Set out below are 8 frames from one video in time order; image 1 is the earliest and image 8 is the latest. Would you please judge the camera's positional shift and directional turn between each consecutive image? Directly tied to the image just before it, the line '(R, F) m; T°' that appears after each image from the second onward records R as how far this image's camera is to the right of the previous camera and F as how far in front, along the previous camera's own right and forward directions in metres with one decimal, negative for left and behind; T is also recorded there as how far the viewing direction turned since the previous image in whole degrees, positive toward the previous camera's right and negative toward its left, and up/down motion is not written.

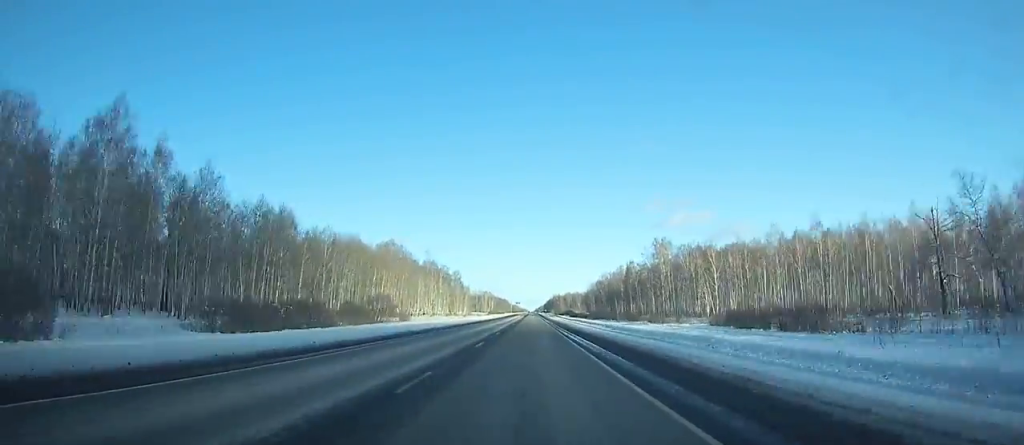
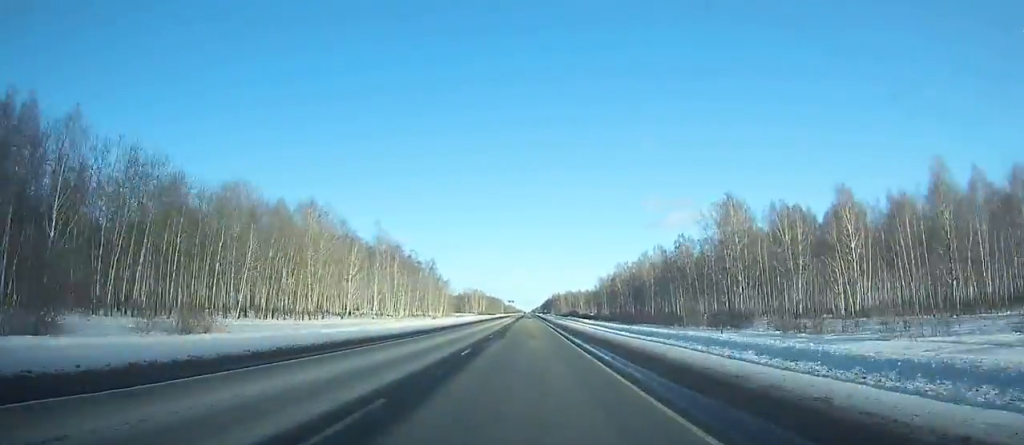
(0.0, +65.3) m; 0°
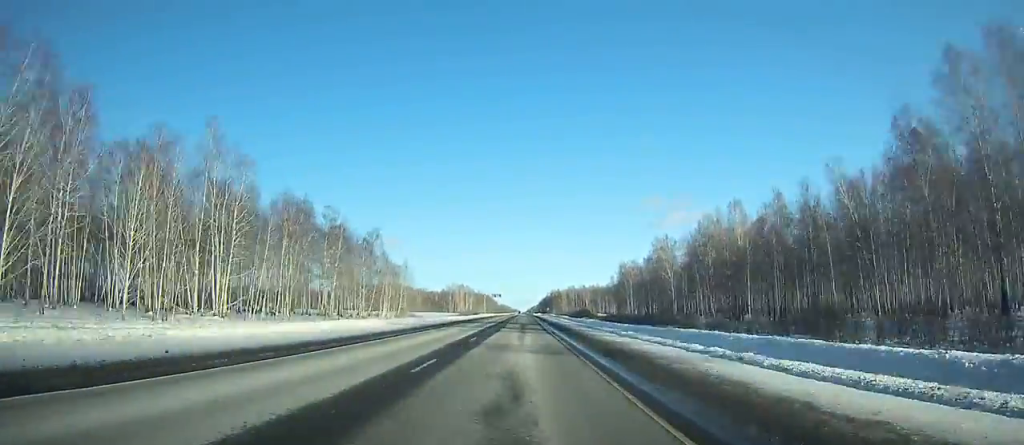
(+0.2, +81.9) m; 0°
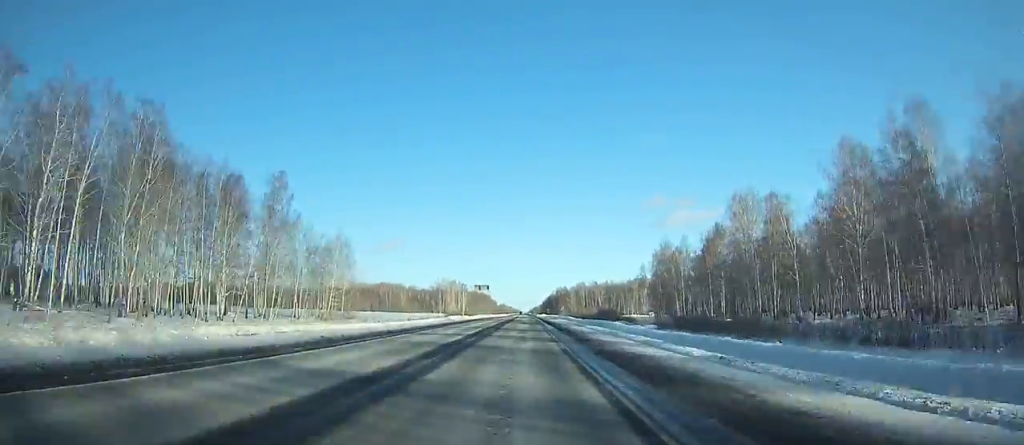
(-0.2, +64.4) m; 0°
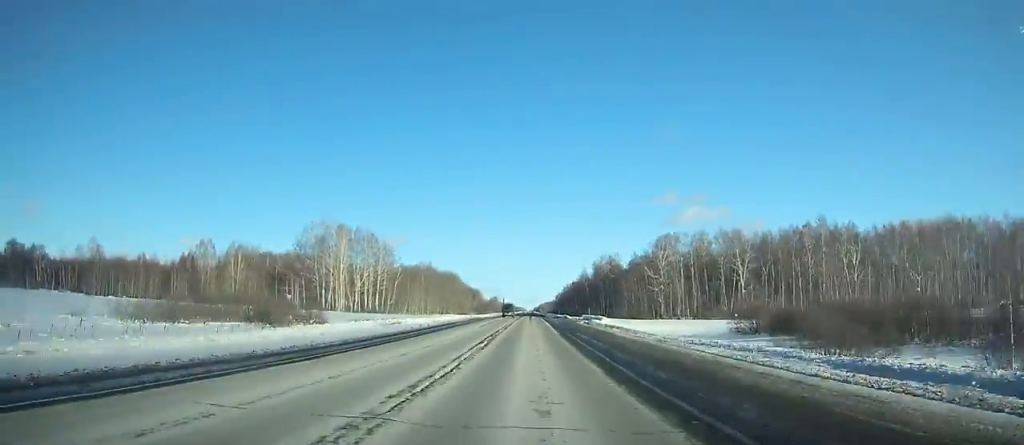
(+0.2, +225.8) m; 0°
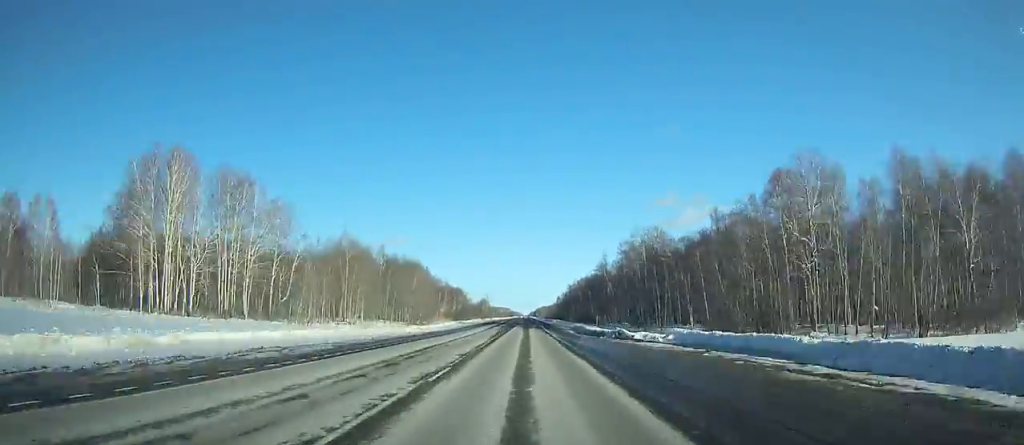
(+0.1, +69.1) m; 0°
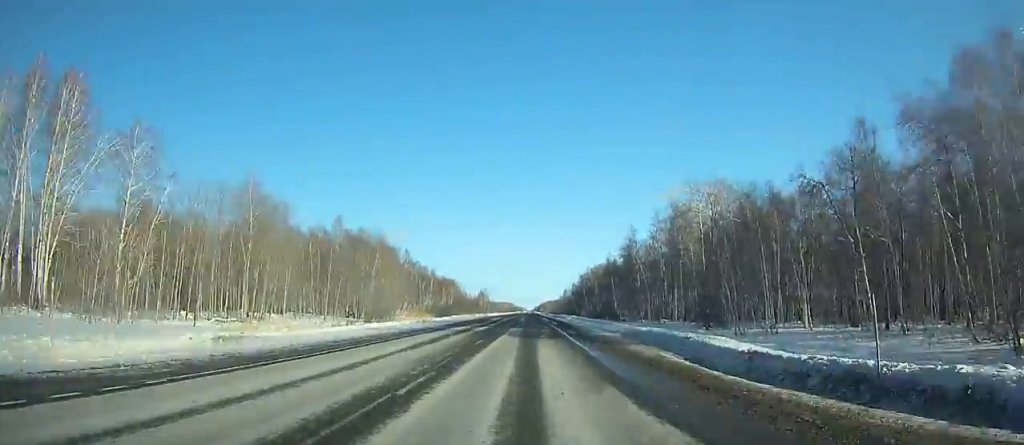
(0.0, +38.4) m; 0°
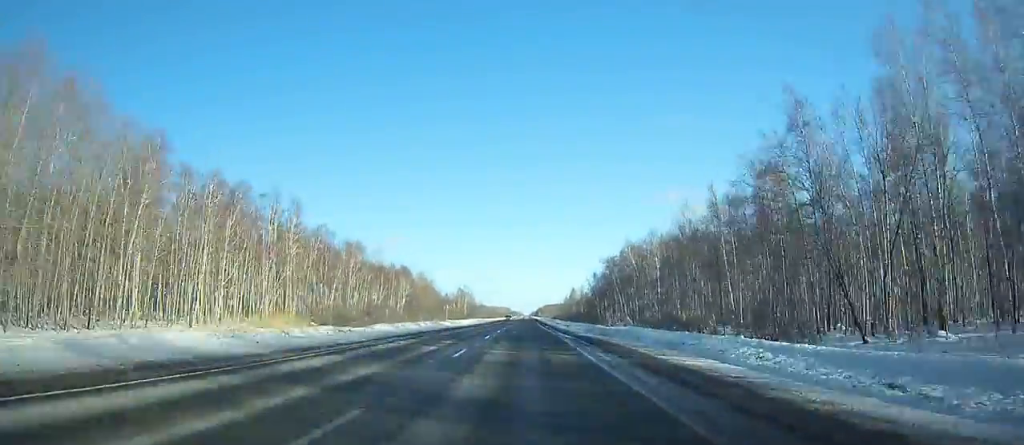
(+0.1, +78.3) m; 0°
